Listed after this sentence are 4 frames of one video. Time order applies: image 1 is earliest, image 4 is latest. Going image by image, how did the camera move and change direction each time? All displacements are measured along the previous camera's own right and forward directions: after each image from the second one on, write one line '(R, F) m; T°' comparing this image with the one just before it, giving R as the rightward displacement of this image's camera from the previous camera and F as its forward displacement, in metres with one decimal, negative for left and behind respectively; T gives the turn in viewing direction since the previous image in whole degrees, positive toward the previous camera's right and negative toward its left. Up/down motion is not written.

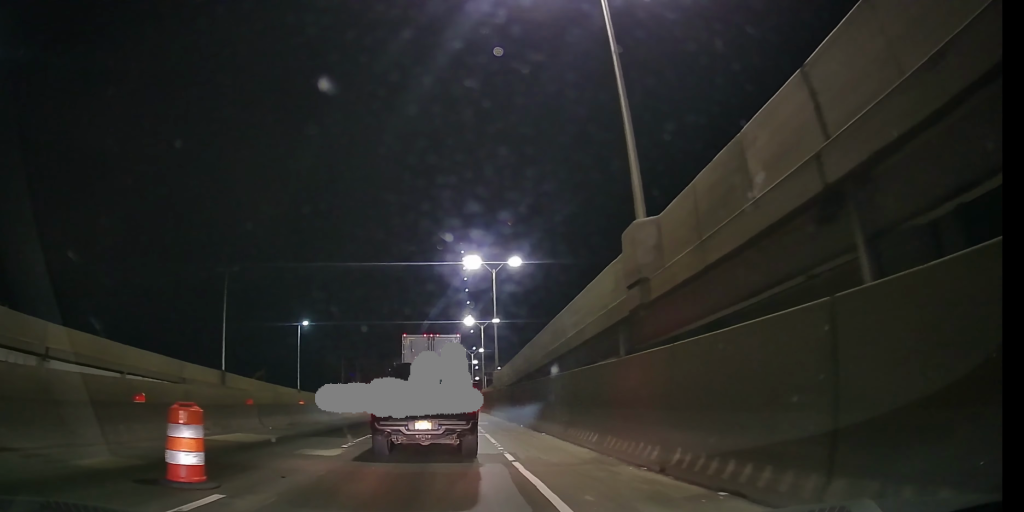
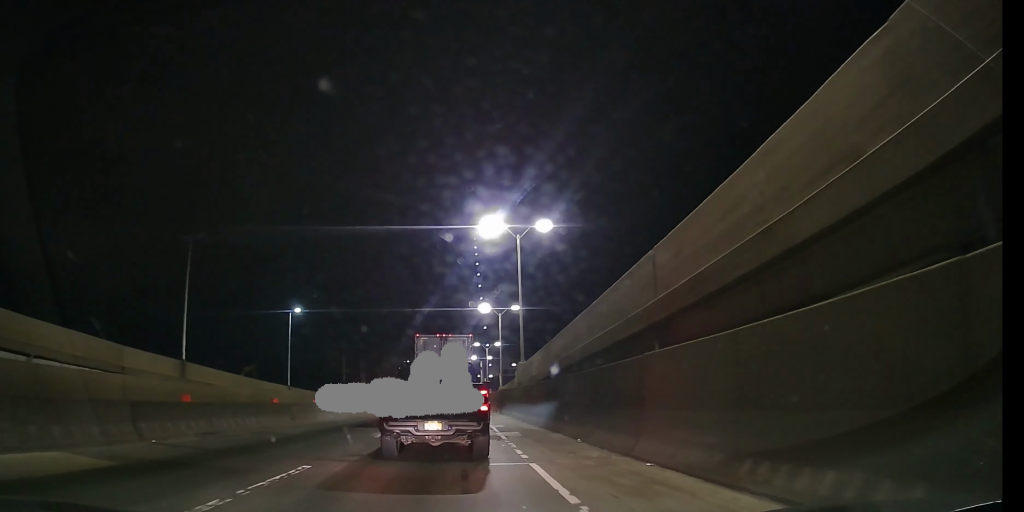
(-0.1, +7.7) m; 0°
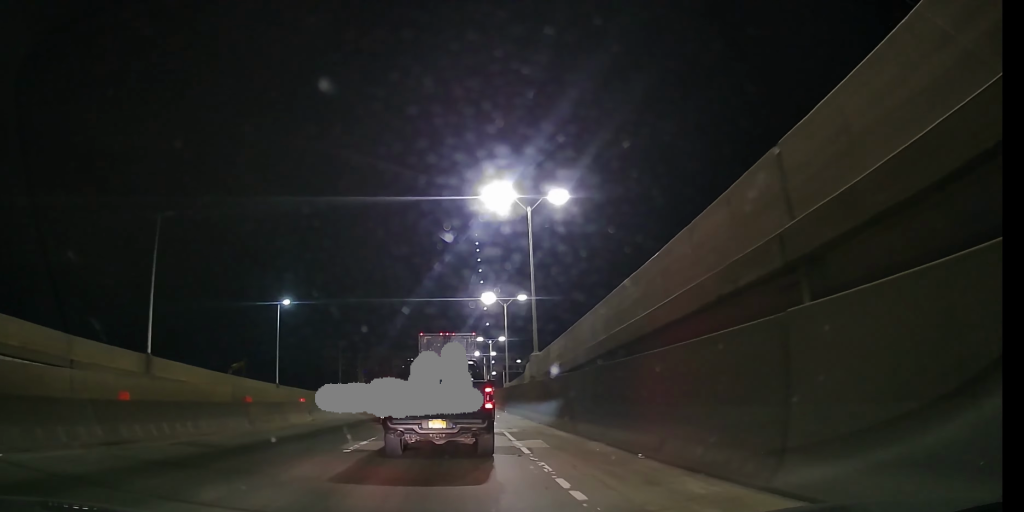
(+0.1, +4.6) m; +4°
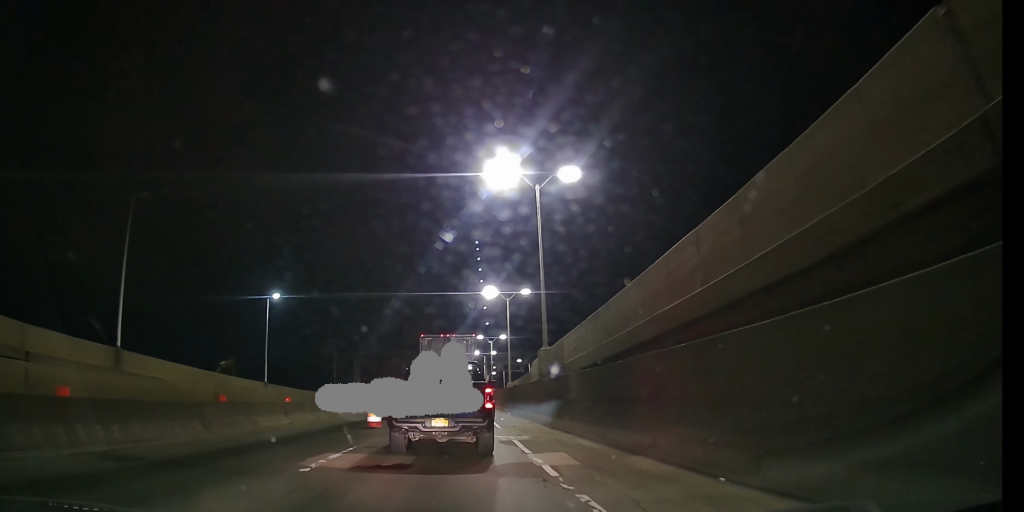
(+0.1, +3.4) m; +4°
